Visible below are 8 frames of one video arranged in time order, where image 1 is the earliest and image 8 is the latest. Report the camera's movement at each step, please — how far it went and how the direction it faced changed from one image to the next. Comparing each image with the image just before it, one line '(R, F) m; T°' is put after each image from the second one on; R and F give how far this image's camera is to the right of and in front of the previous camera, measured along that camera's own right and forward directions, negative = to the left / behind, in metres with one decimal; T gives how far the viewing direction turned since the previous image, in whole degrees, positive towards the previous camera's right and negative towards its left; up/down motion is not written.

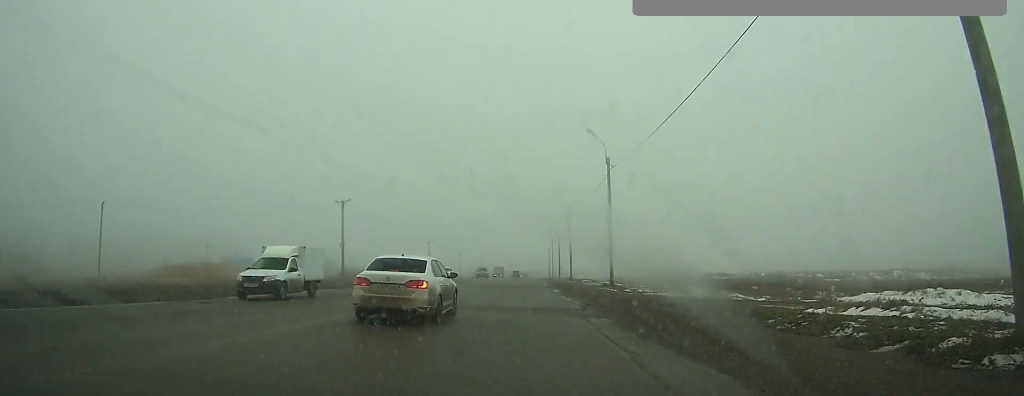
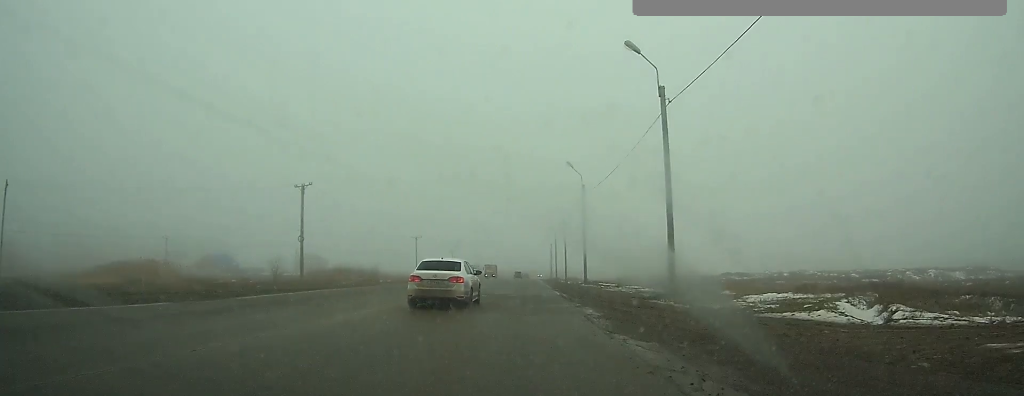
(0.0, +18.7) m; 0°
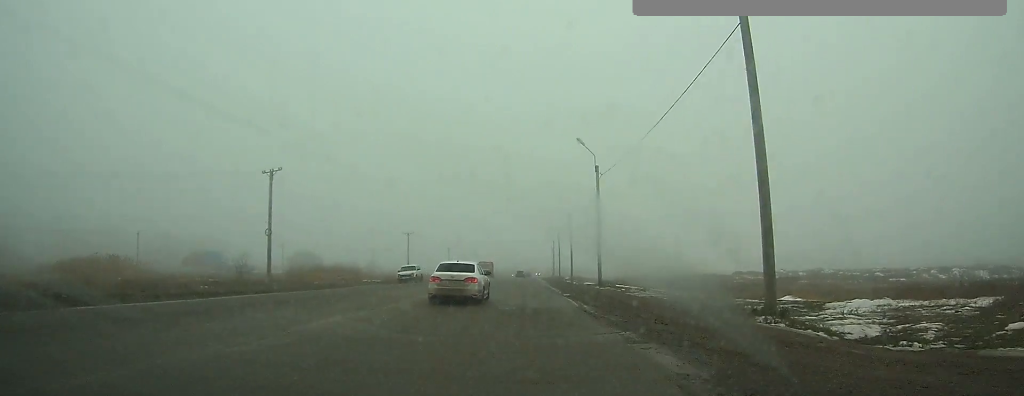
(0.0, +10.8) m; 0°
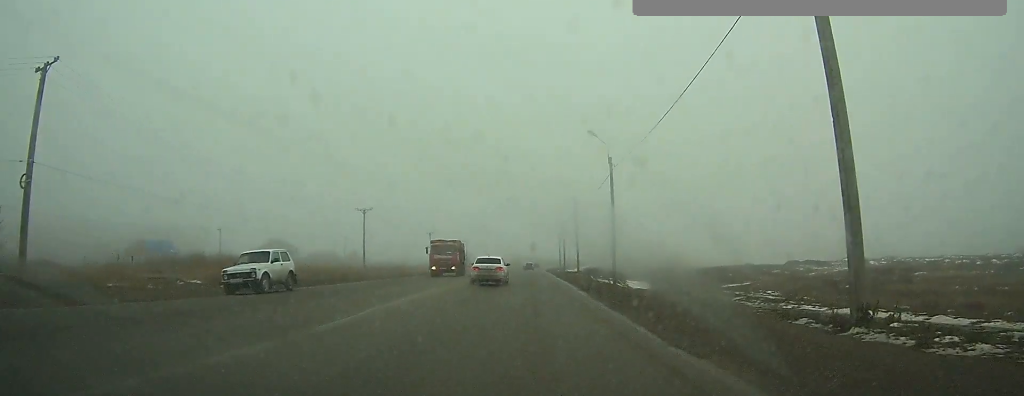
(0.0, +34.7) m; 0°
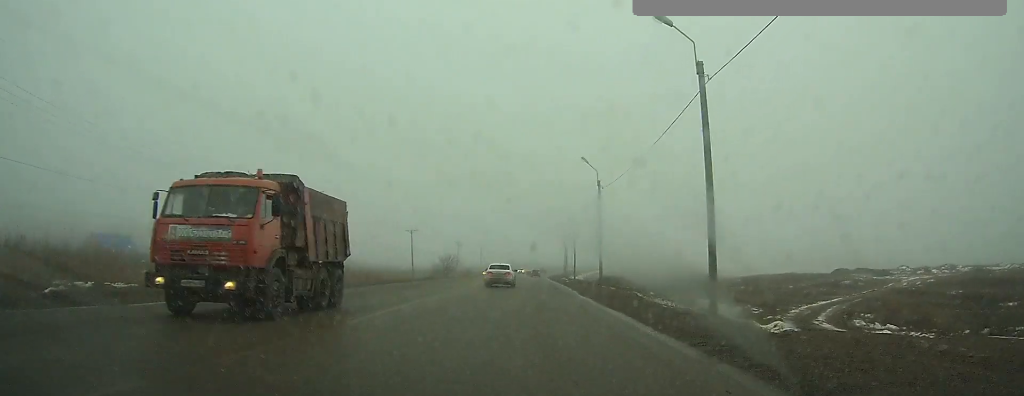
(+0.1, +20.7) m; 0°
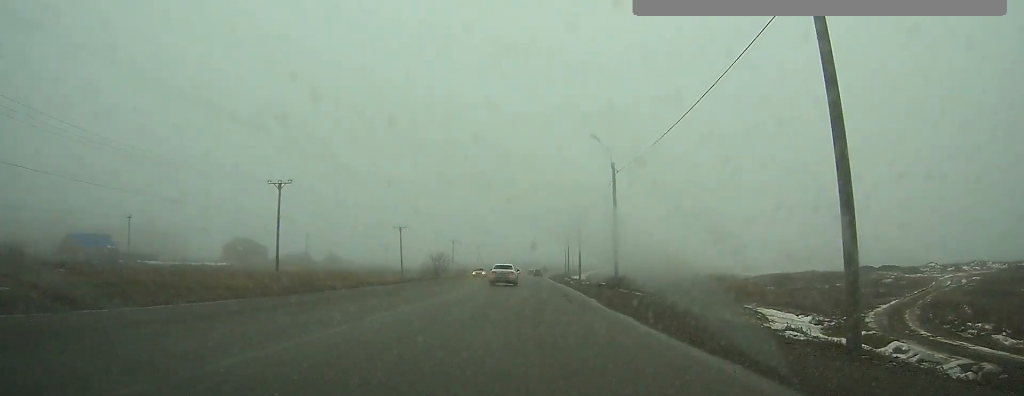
(0.0, +8.5) m; 0°
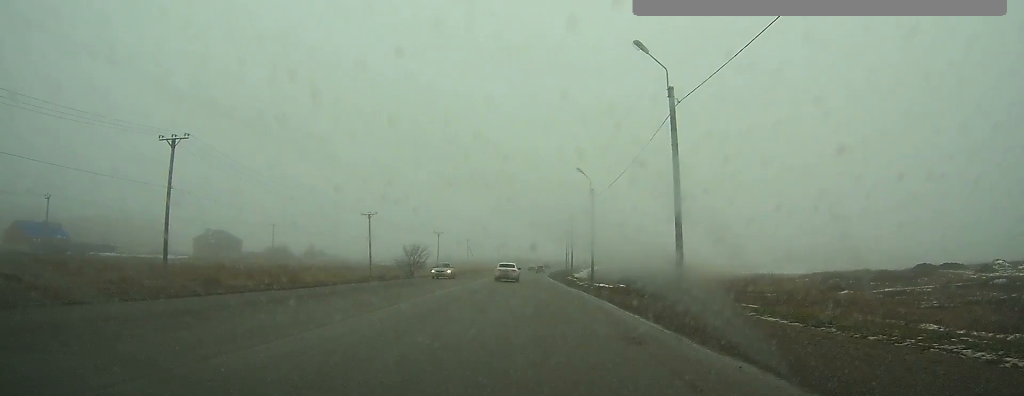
(0.0, +16.3) m; 0°
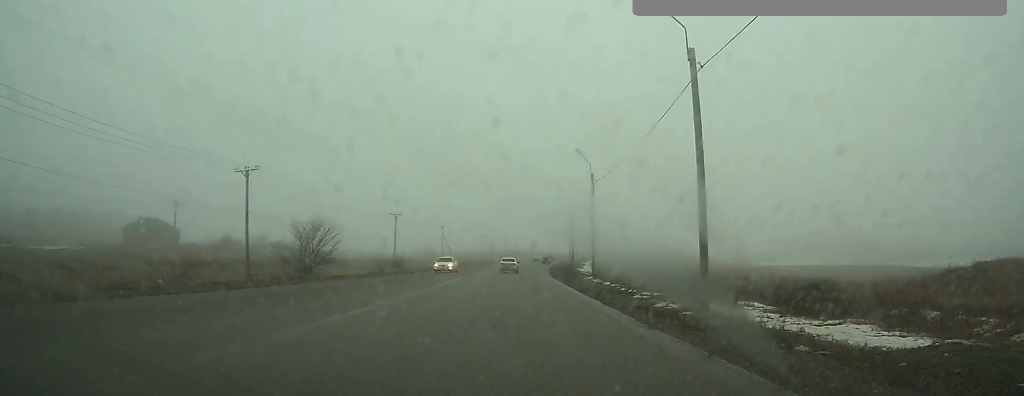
(+0.3, +30.3) m; +1°
